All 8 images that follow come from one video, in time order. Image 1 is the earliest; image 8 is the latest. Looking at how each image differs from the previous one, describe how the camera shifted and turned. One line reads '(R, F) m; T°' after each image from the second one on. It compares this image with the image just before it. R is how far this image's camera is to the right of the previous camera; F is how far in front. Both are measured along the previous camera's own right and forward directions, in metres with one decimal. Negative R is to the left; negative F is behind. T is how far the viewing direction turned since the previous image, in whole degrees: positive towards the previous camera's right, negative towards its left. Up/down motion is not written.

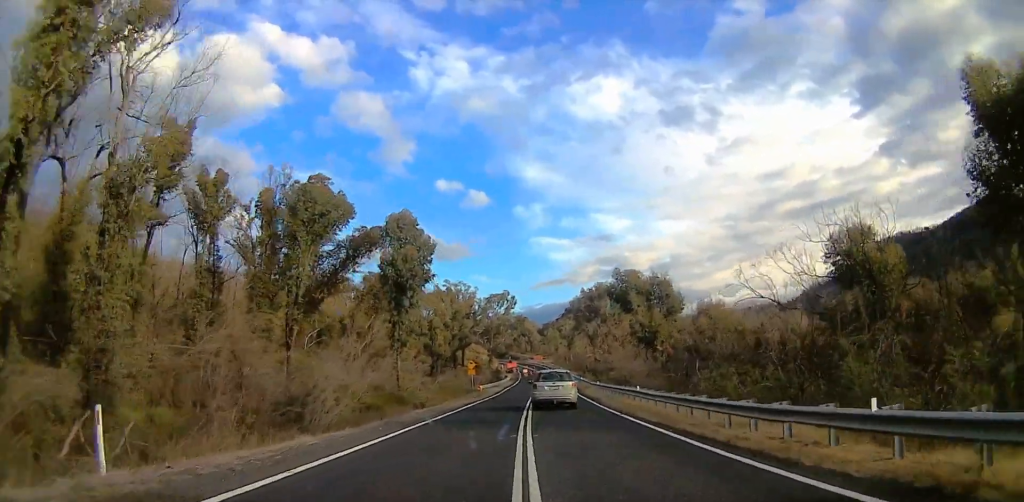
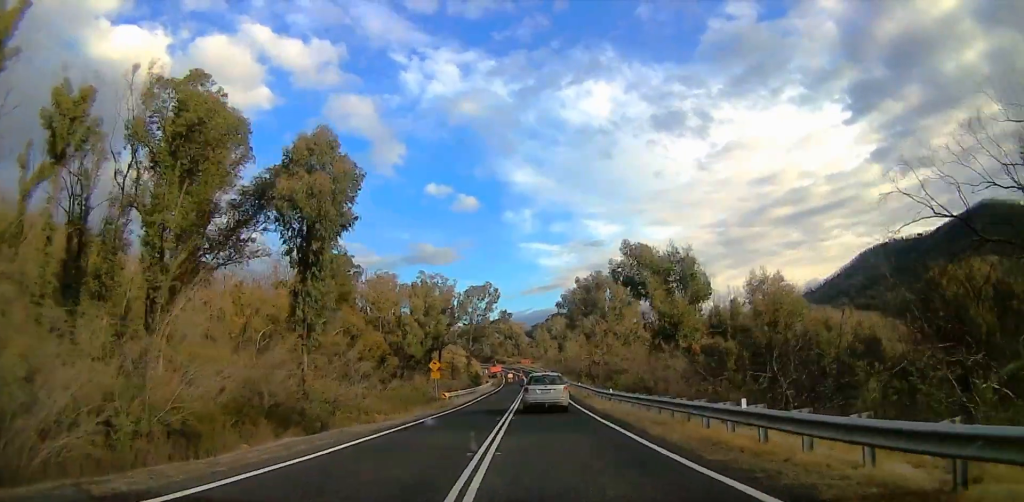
(+1.1, +16.3) m; +3°
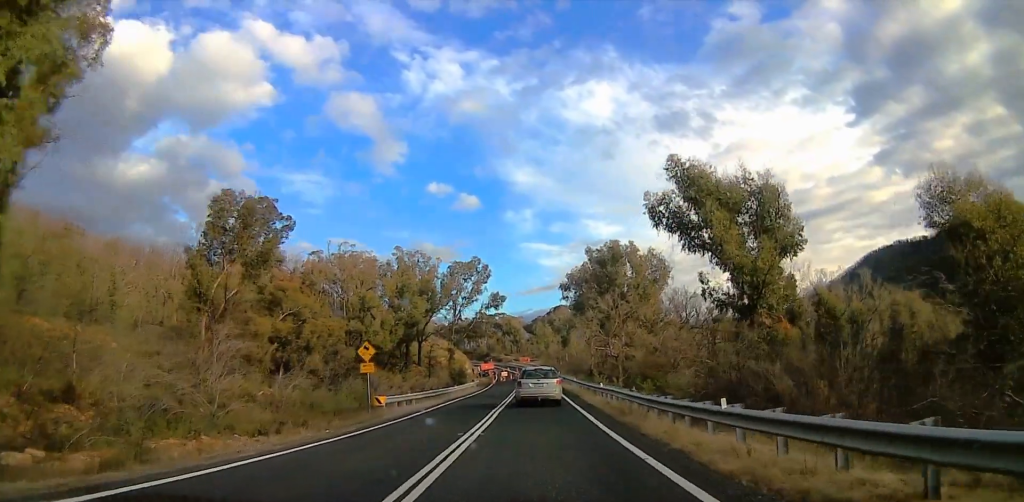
(-1.2, +20.3) m; -6°
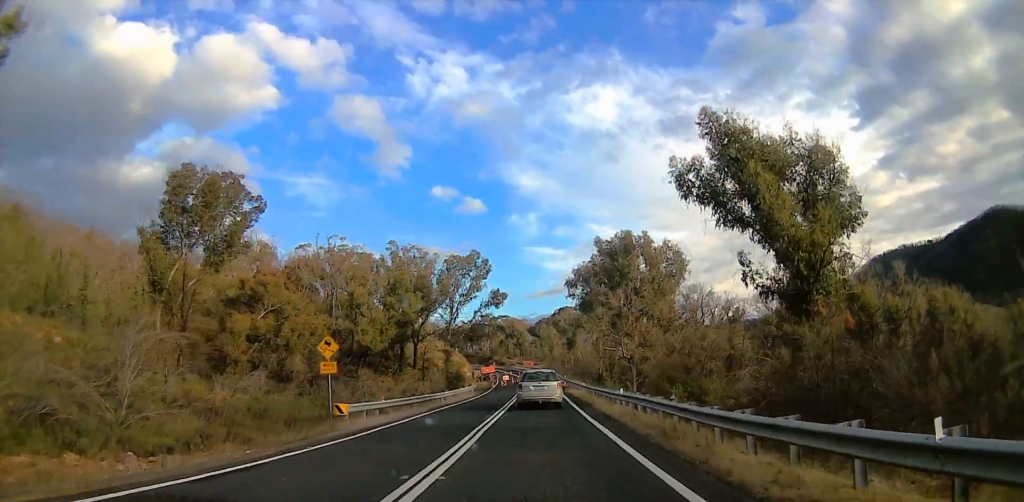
(0.0, +6.6) m; 0°
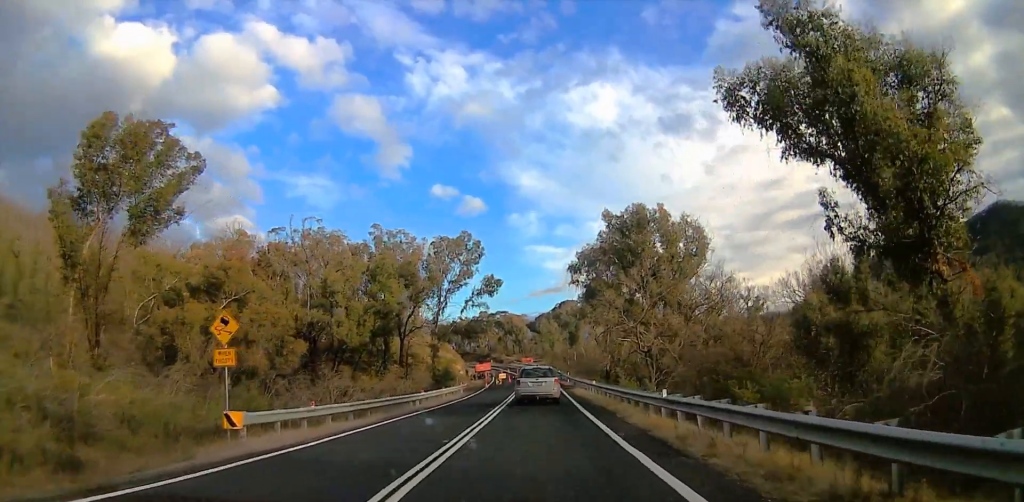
(0.0, +9.1) m; 0°
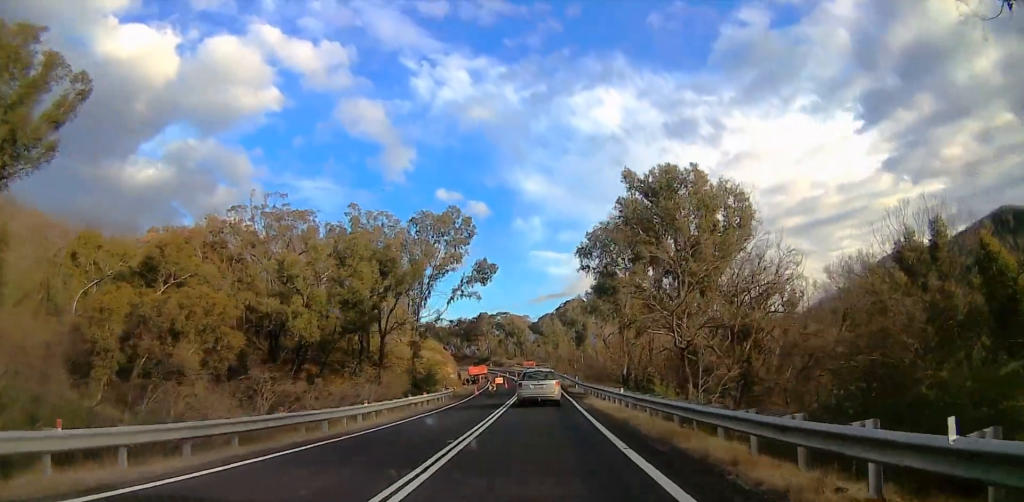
(0.0, +12.2) m; 0°
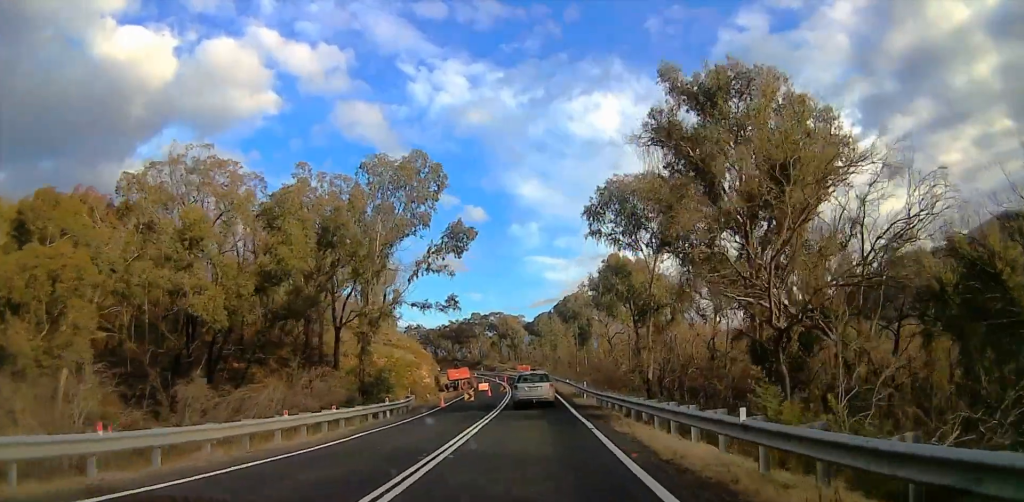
(0.0, +15.7) m; +1°
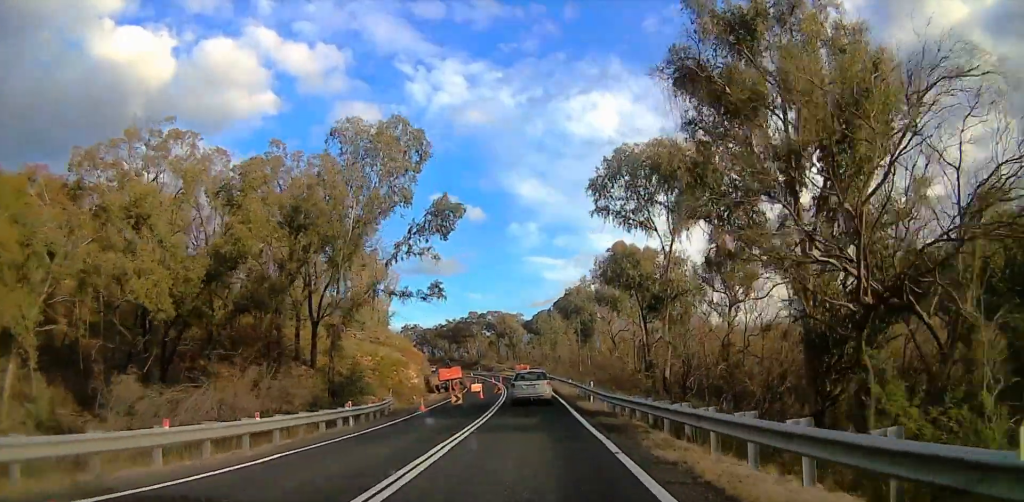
(-0.1, +5.6) m; +1°
